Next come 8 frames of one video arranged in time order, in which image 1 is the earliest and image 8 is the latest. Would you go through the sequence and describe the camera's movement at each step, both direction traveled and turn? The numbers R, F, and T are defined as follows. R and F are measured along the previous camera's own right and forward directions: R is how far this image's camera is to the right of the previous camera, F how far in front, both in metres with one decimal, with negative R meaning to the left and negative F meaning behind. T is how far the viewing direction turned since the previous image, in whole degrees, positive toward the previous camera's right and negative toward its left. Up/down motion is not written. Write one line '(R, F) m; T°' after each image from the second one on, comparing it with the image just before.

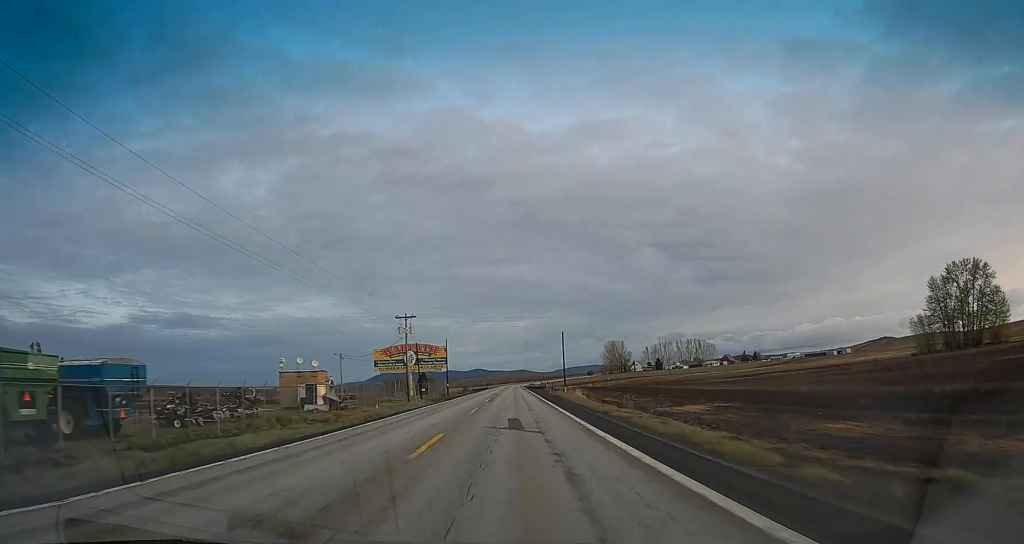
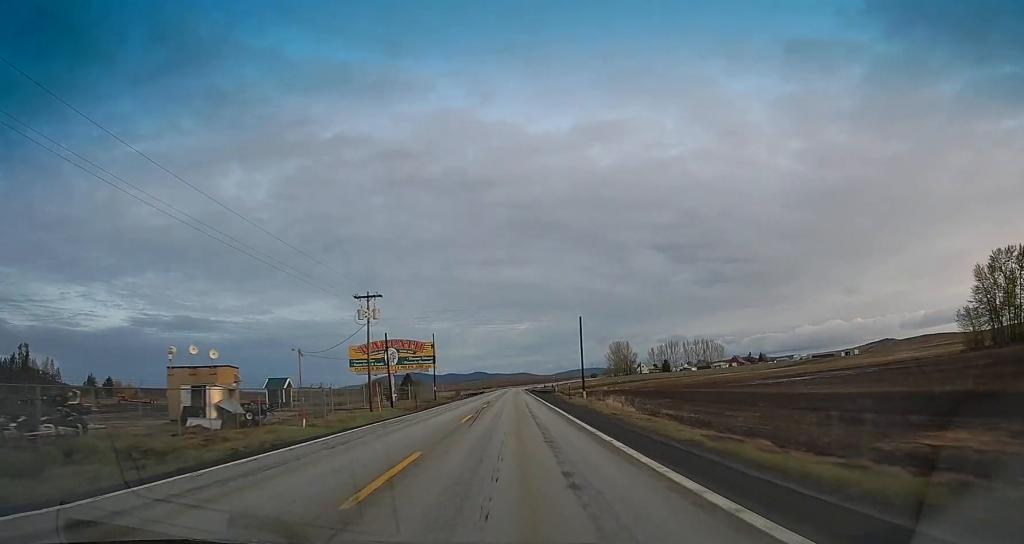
(-0.1, +19.6) m; 0°
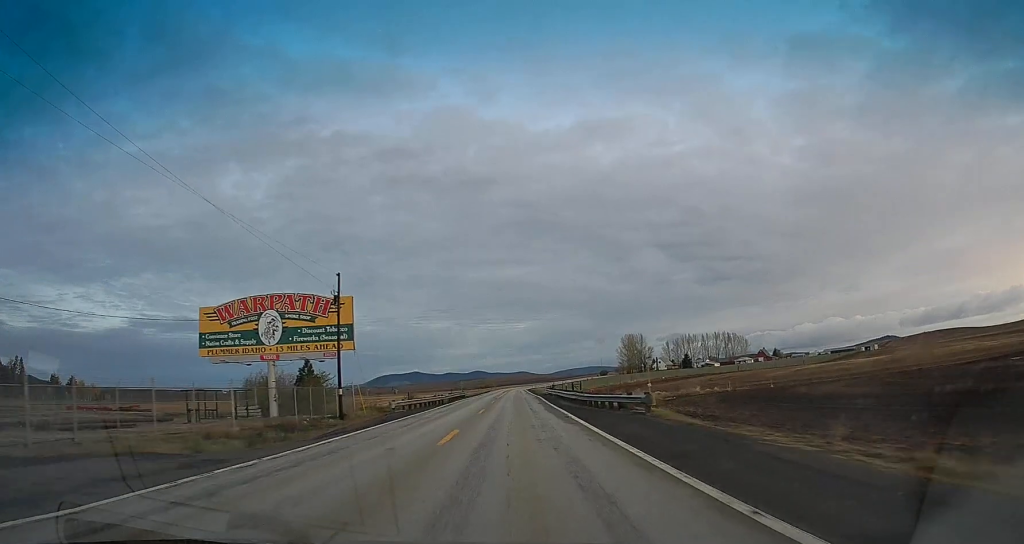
(+0.3, +53.3) m; 0°
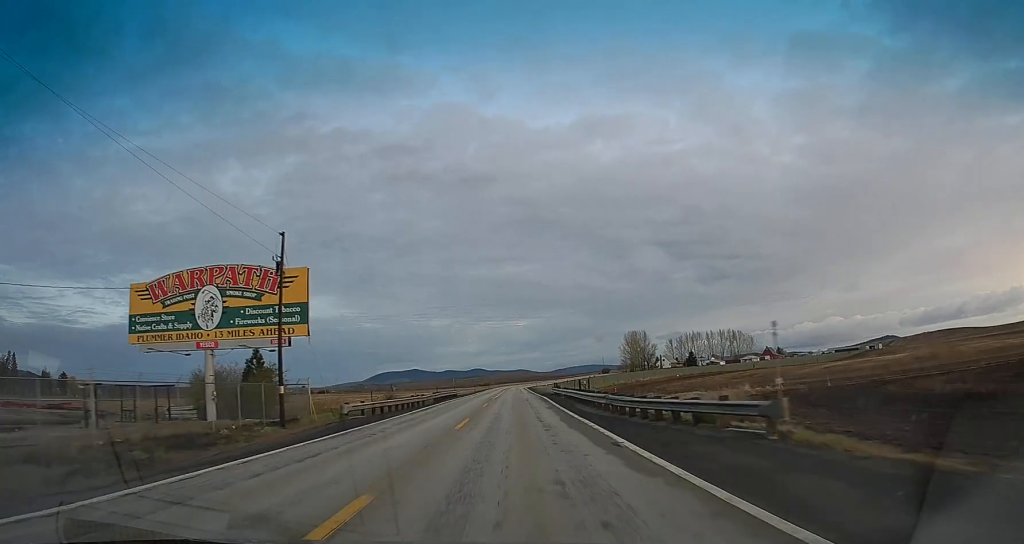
(-0.1, +11.5) m; 0°
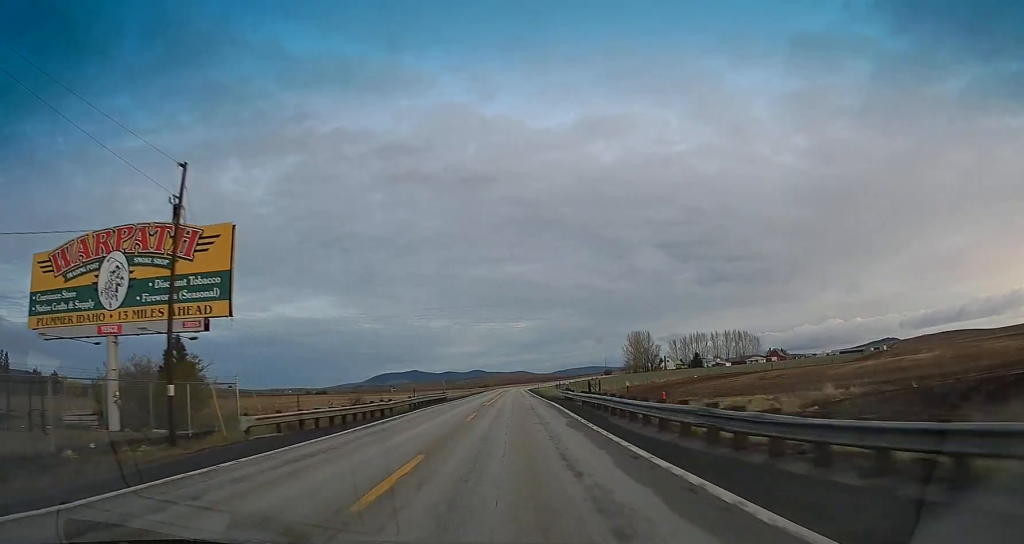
(-0.1, +11.6) m; 0°
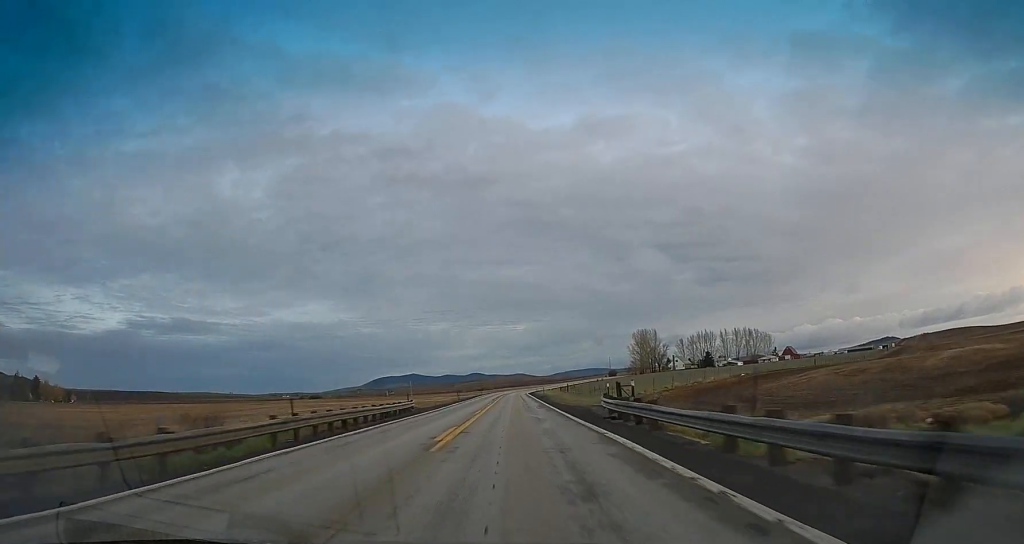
(+0.2, +22.2) m; 0°
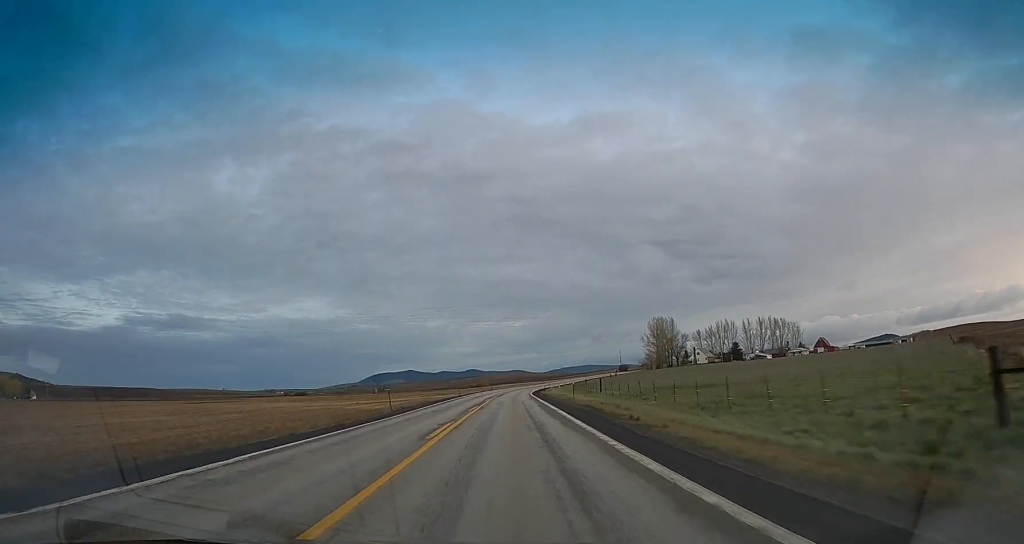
(-0.4, +46.2) m; 0°
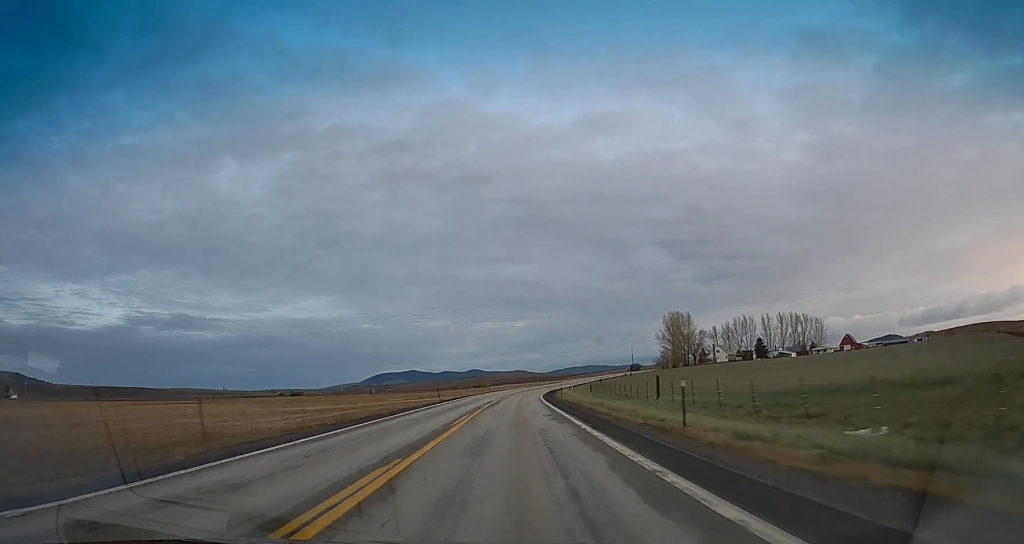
(+0.2, +25.8) m; 0°
